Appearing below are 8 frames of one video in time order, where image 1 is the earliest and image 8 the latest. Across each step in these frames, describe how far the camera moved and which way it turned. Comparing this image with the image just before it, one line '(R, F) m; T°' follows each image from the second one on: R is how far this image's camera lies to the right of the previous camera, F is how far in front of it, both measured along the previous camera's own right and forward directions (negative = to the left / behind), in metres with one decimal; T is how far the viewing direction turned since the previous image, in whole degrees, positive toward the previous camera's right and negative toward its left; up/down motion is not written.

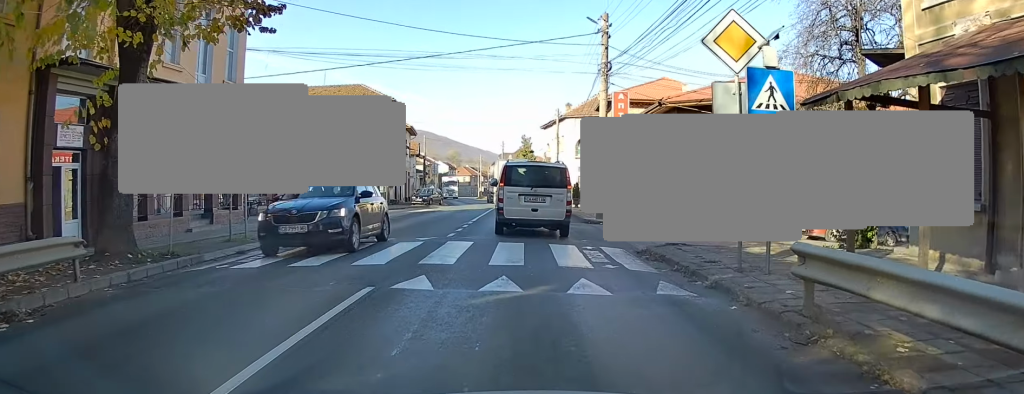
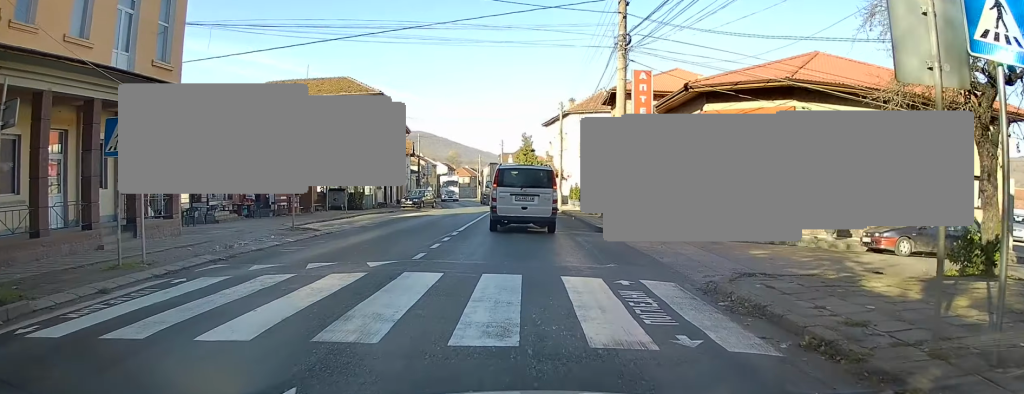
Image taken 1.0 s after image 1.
(0.0, +3.9) m; -1°
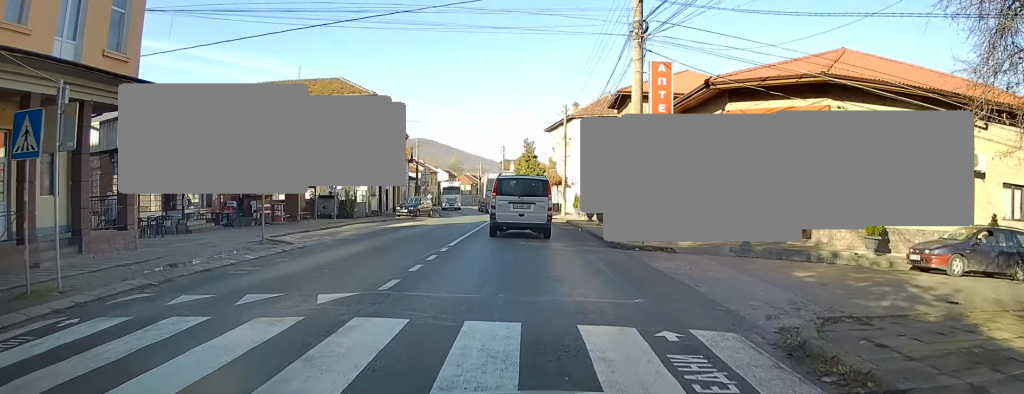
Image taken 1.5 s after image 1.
(0.0, +2.3) m; 0°
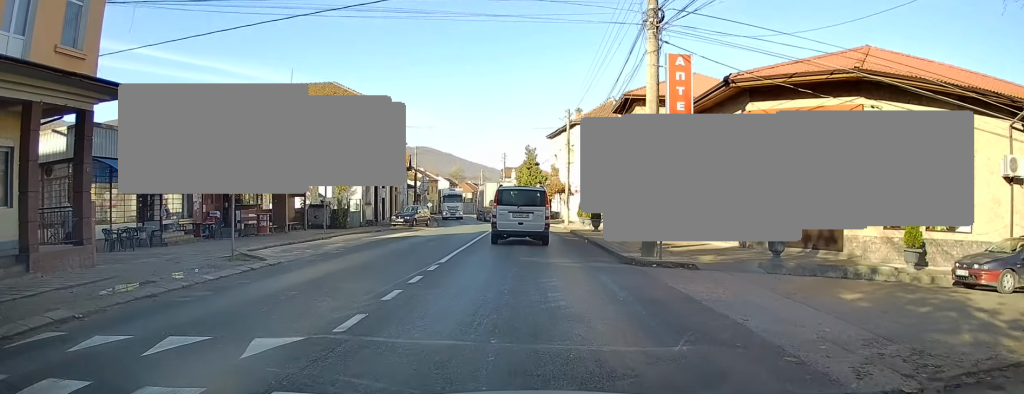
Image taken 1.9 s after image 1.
(0.0, +1.9) m; 0°
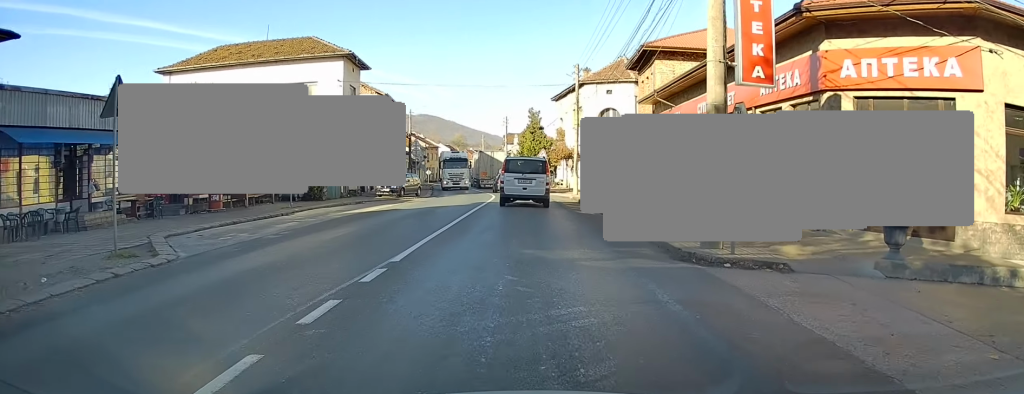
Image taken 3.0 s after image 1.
(0.0, +5.0) m; 0°
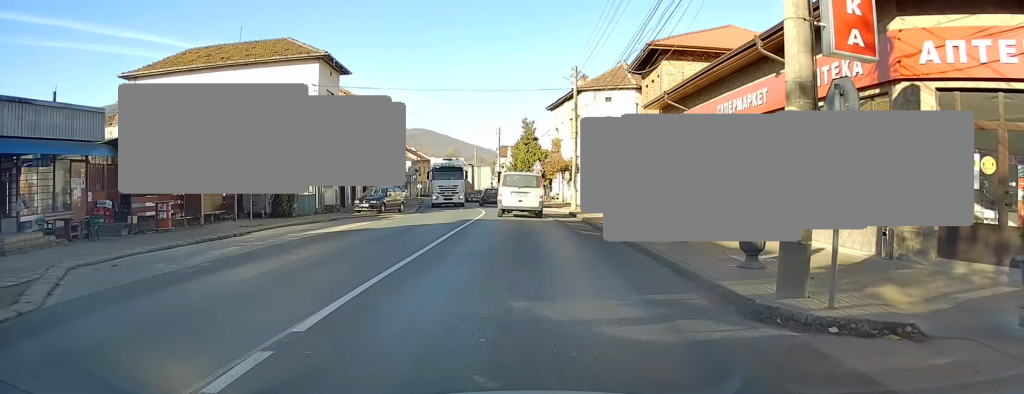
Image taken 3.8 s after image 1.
(0.0, +3.5) m; 0°
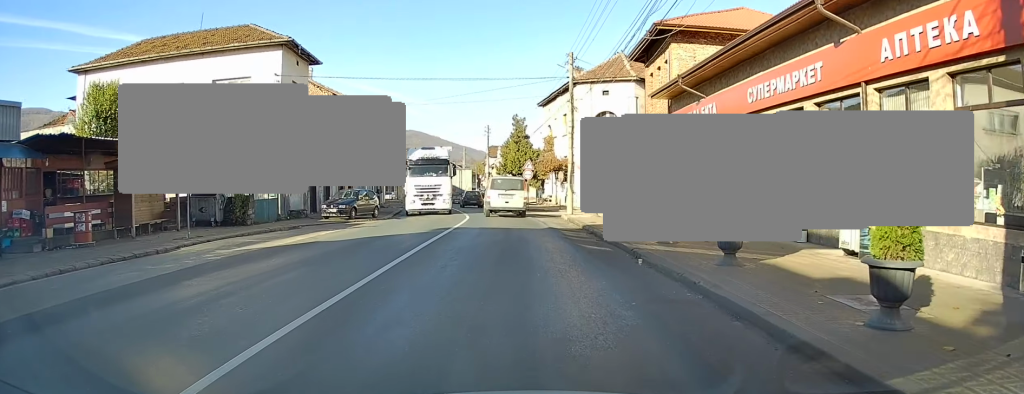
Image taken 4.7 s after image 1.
(0.0, +4.0) m; 0°
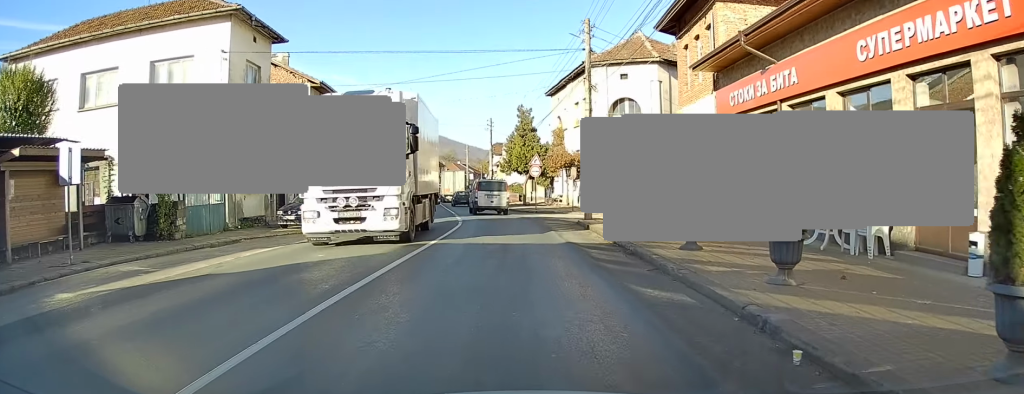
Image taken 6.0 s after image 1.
(0.0, +5.7) m; -1°
